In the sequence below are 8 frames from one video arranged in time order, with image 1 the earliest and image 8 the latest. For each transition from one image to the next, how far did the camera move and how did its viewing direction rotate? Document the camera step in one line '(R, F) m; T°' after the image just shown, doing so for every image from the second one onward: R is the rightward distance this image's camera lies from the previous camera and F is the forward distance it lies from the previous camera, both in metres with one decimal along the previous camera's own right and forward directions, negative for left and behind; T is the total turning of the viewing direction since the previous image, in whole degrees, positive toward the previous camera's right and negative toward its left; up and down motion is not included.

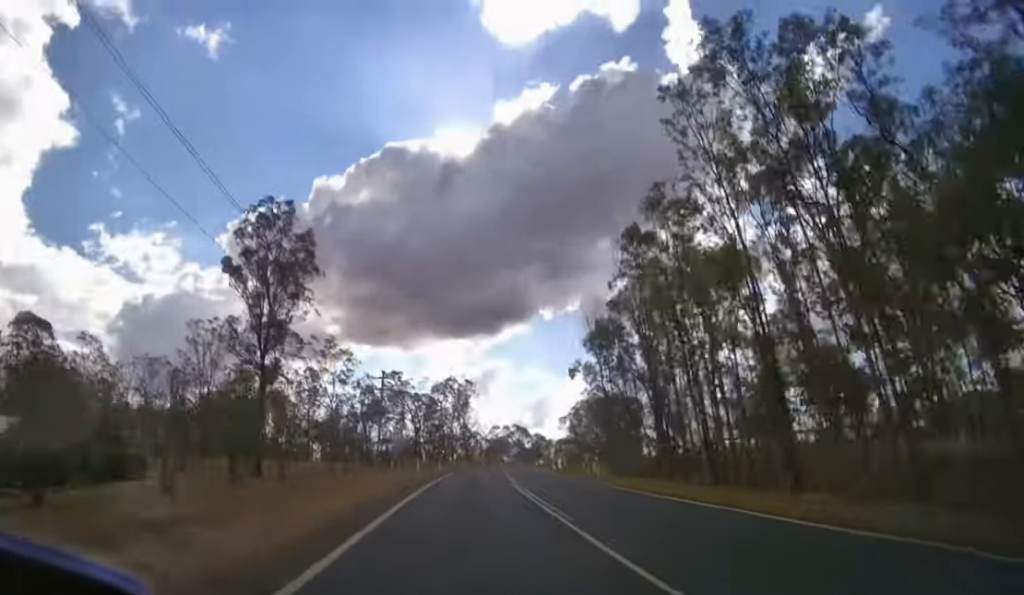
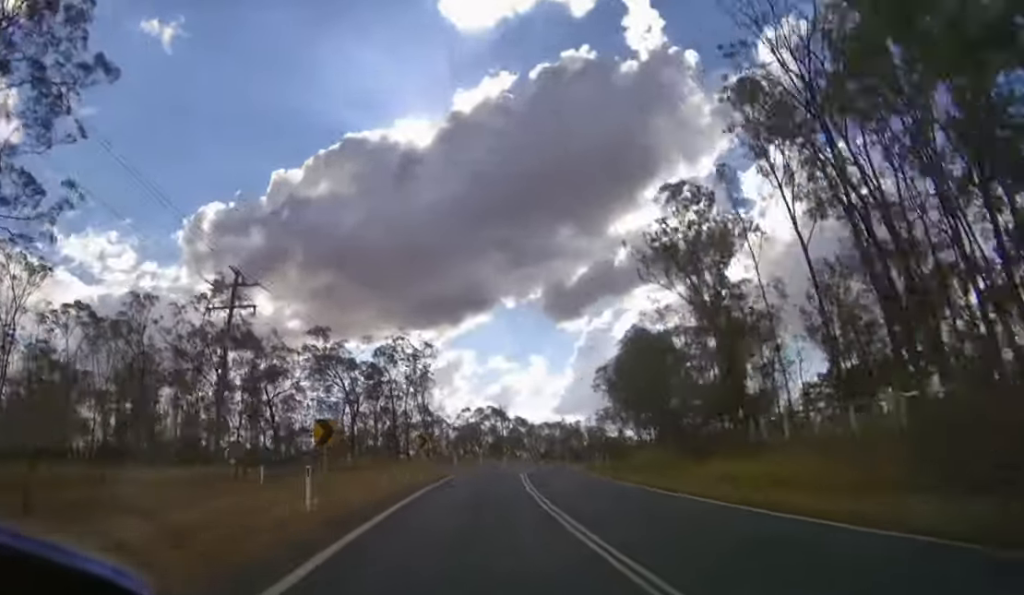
(+0.6, +25.3) m; +4°
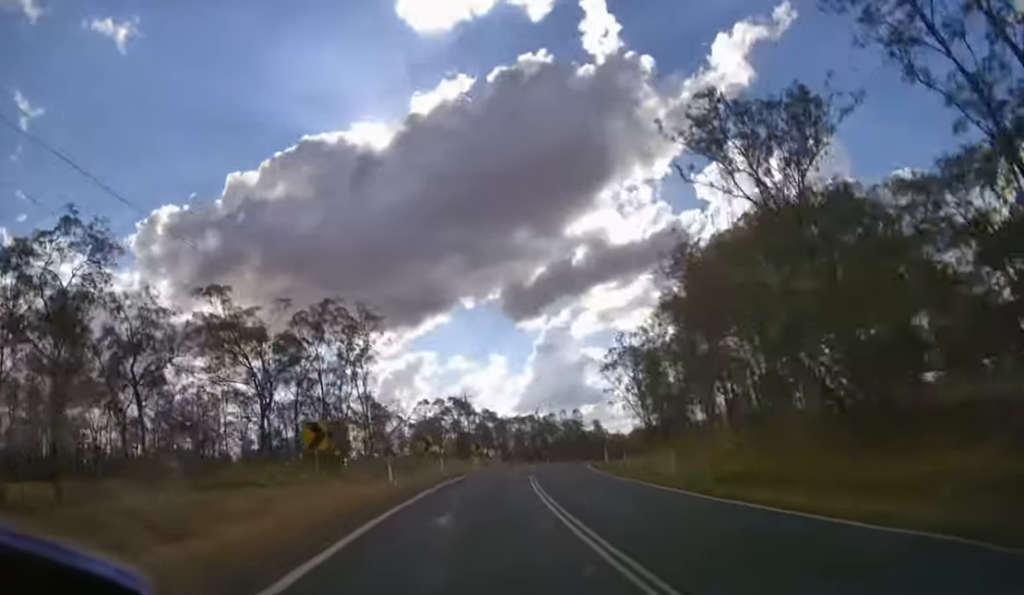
(+0.3, +14.8) m; +3°
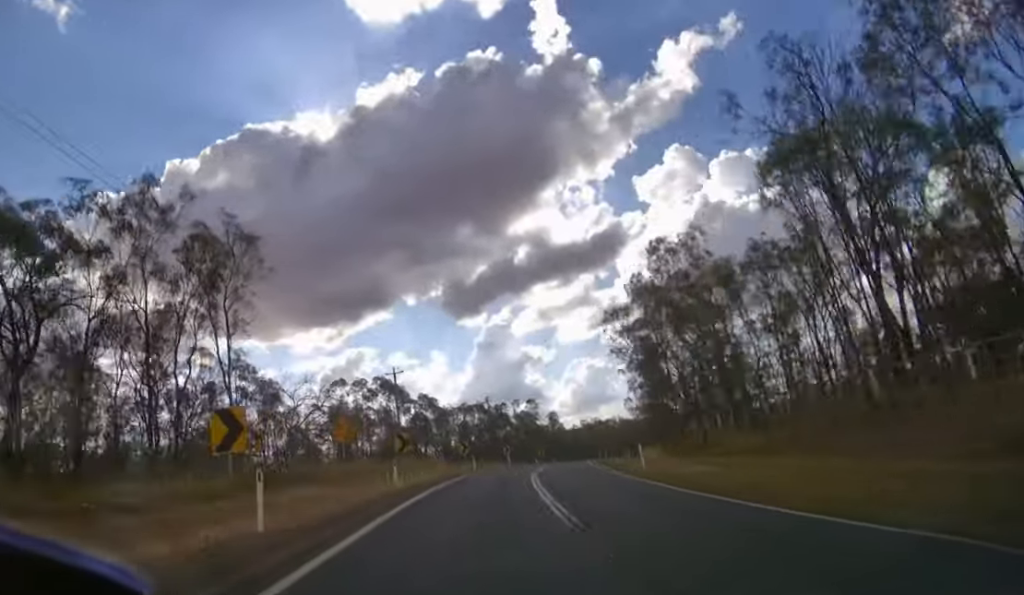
(+0.7, +18.2) m; +5°
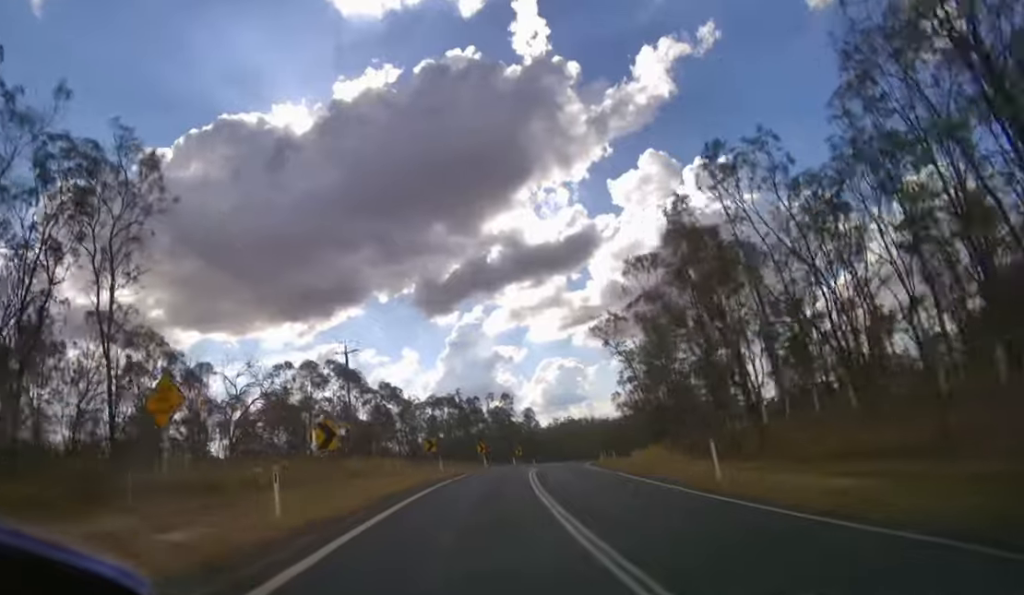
(+0.1, +8.7) m; +3°
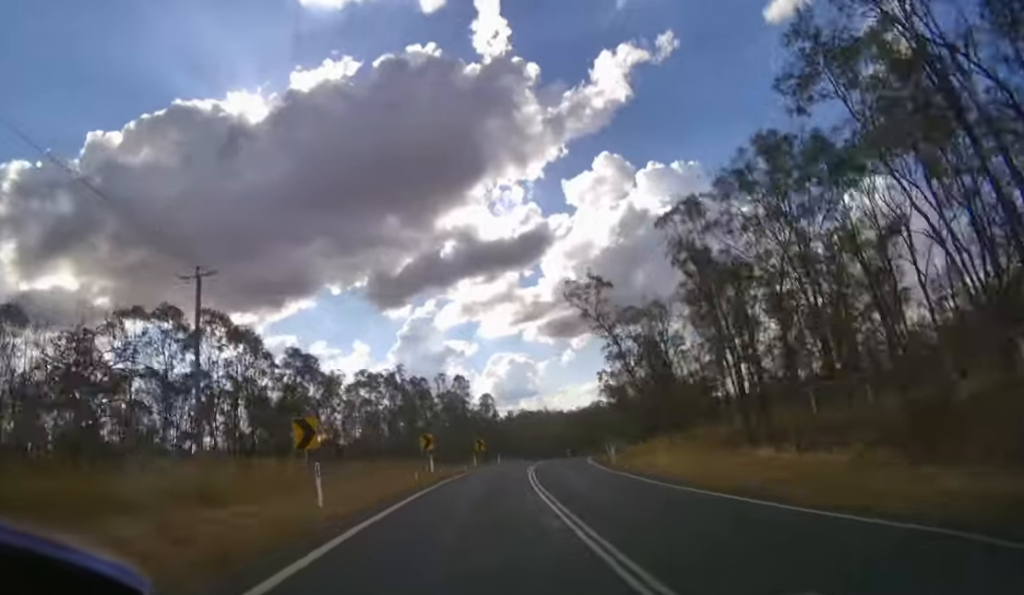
(+0.8, +16.9) m; +5°
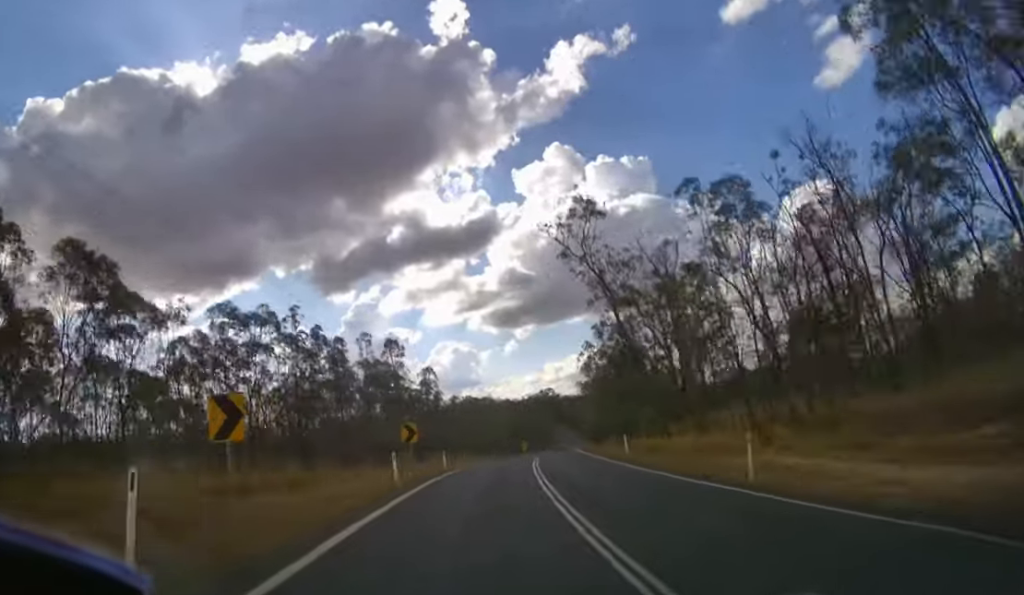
(+1.1, +20.2) m; +6°
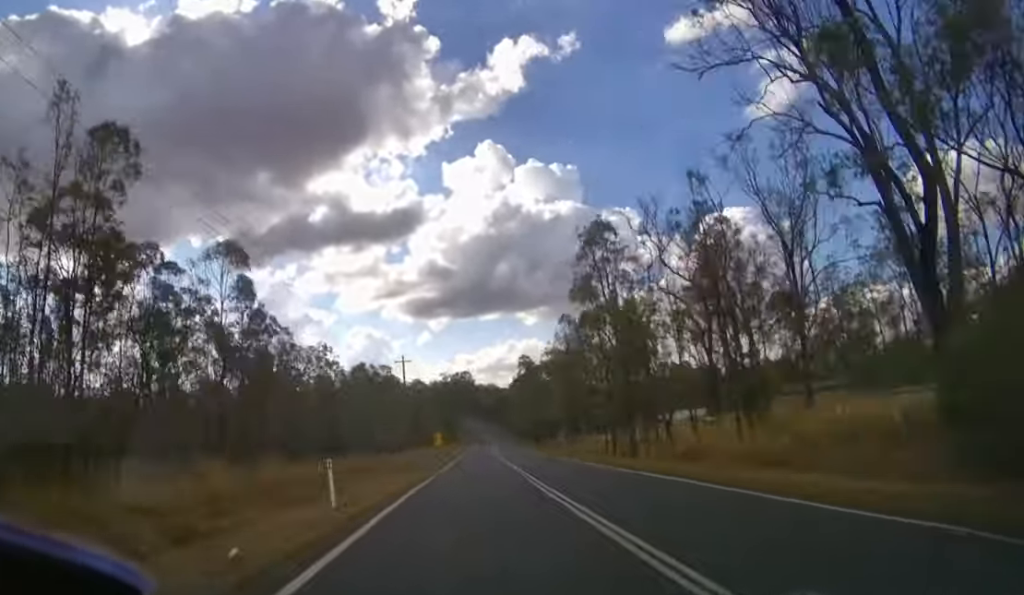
(+4.9, +44.5) m; +11°
